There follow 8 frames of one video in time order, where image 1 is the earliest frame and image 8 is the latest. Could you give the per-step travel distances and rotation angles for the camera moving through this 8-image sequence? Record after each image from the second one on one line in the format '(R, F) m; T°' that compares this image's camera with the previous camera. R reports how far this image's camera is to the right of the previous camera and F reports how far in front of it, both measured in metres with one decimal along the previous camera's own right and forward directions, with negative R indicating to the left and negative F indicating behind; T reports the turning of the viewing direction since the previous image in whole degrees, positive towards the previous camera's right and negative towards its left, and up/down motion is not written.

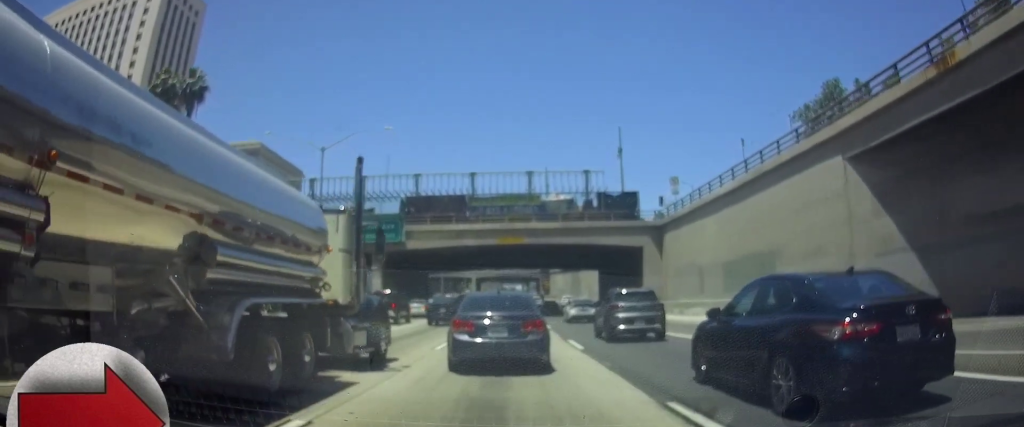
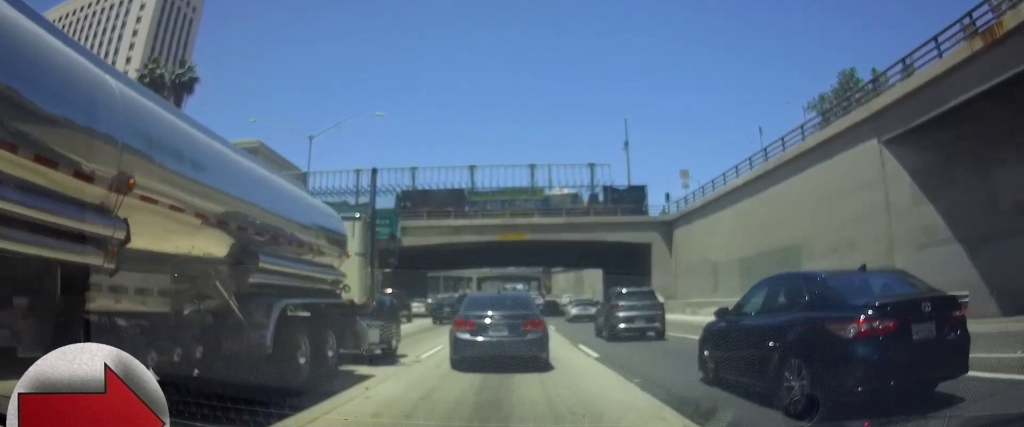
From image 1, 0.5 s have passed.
(-0.2, +3.3) m; -3°
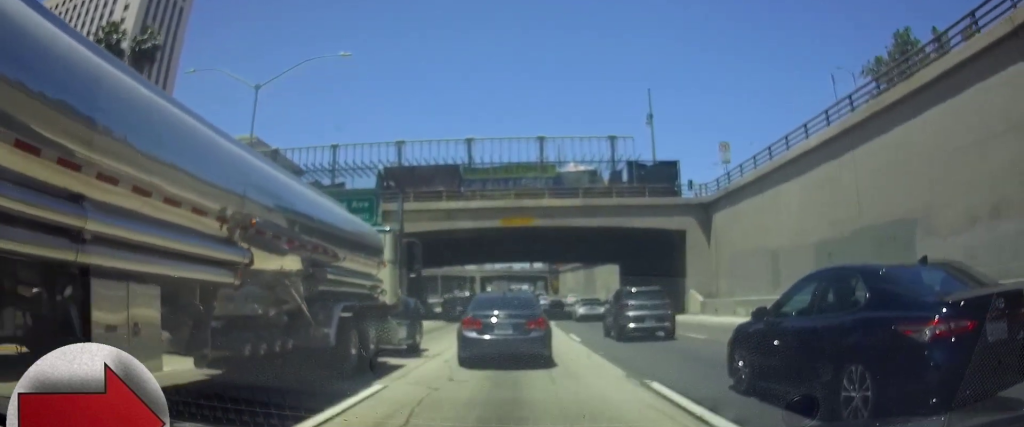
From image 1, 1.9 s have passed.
(-0.5, +10.2) m; -3°
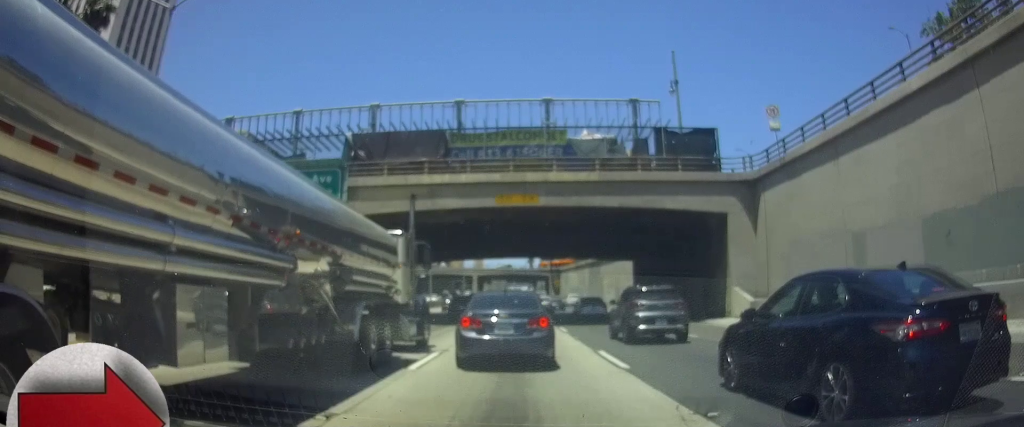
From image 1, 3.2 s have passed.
(+0.1, +9.3) m; 0°
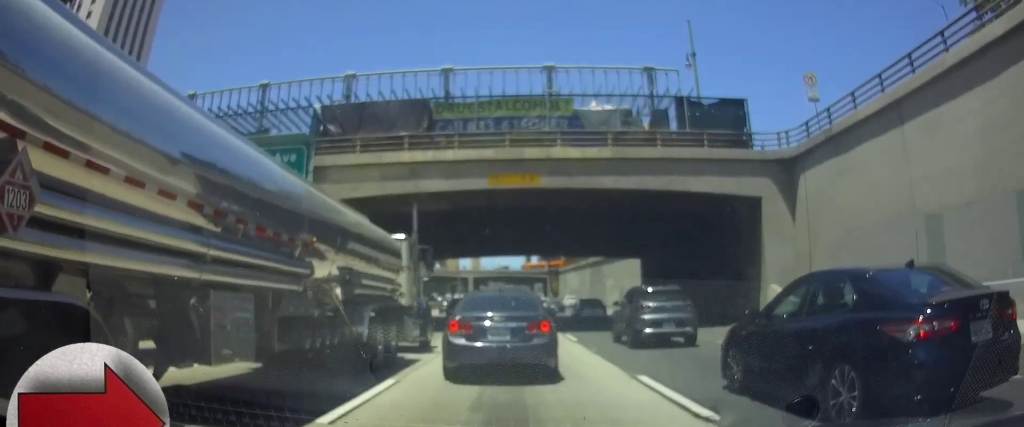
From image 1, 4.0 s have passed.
(0.0, +5.3) m; 0°
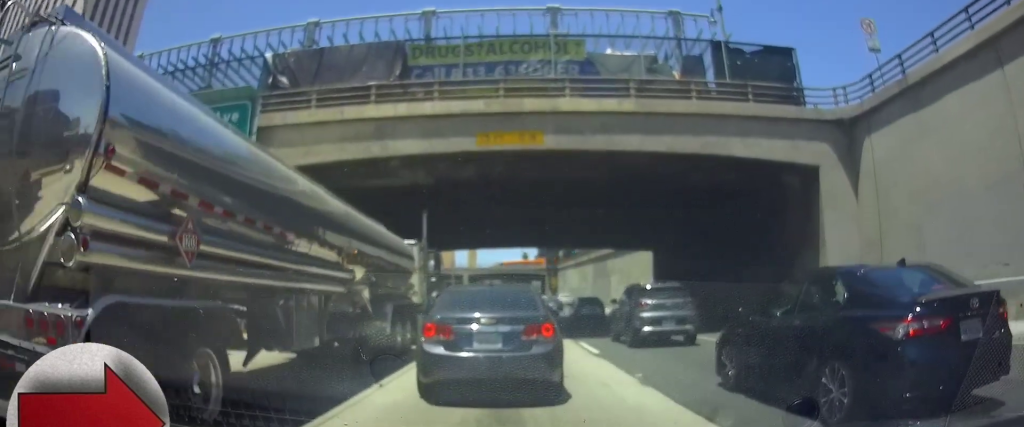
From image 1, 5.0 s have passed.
(+0.1, +6.4) m; +1°
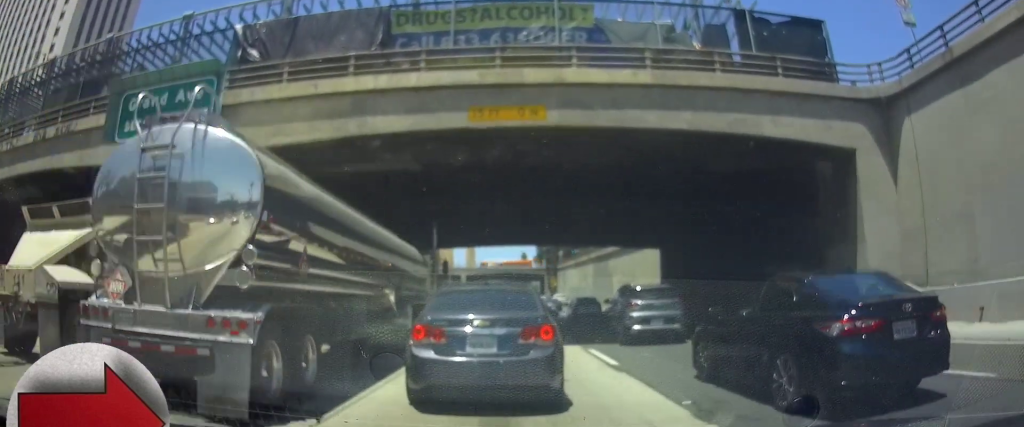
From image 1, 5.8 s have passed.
(0.0, +3.6) m; -1°
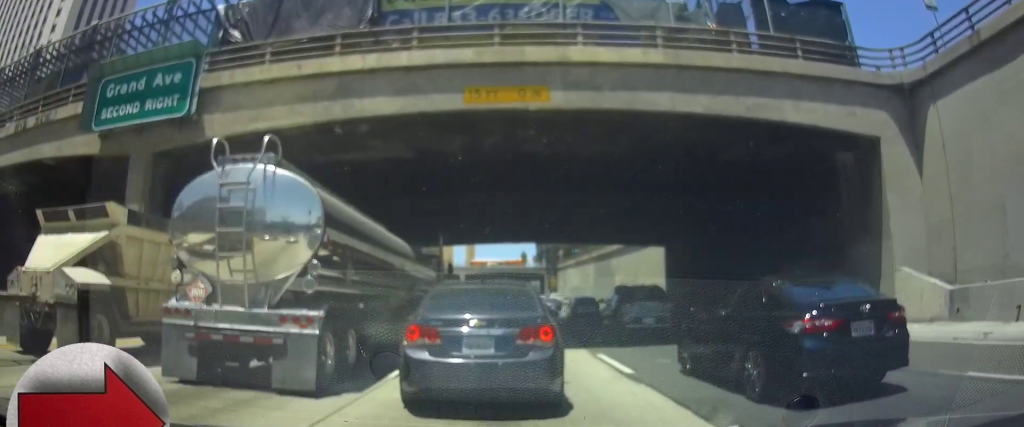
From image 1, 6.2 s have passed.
(0.0, +1.9) m; 0°
